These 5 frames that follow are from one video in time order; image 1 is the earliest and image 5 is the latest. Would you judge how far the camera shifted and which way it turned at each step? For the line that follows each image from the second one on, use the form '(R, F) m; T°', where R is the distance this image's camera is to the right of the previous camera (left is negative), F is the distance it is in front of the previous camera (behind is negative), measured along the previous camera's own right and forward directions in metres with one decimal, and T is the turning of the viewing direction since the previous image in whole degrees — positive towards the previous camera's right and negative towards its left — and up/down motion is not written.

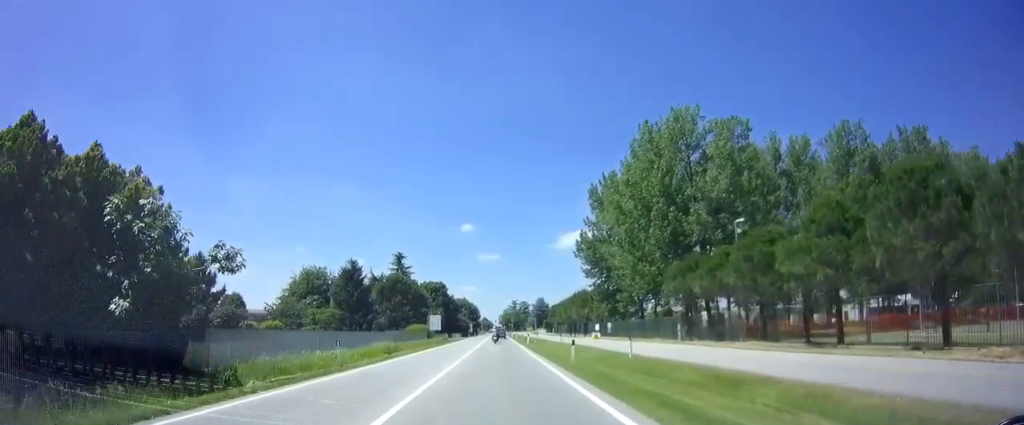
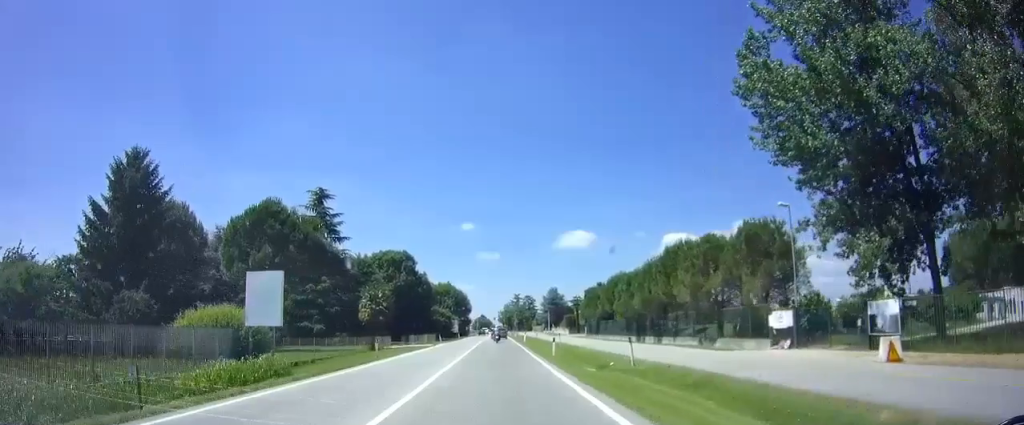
(+1.3, +53.7) m; +1°
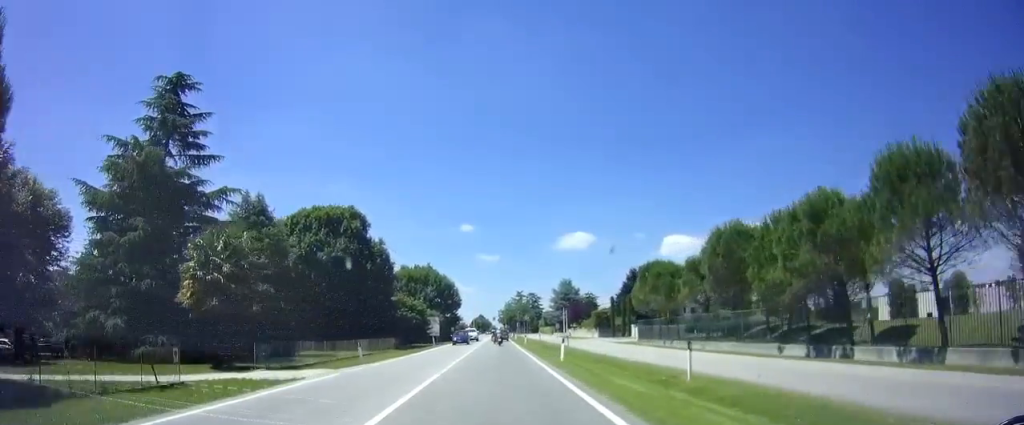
(-0.6, +33.1) m; -1°
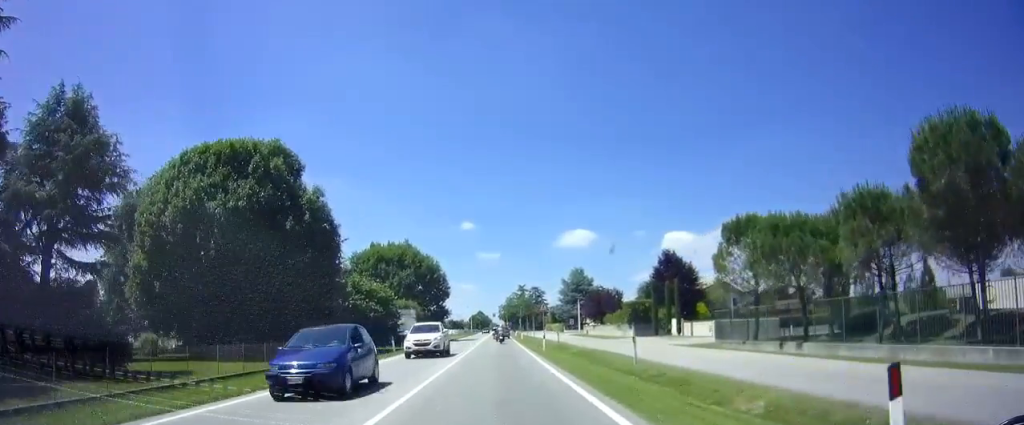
(+0.5, +19.6) m; +1°
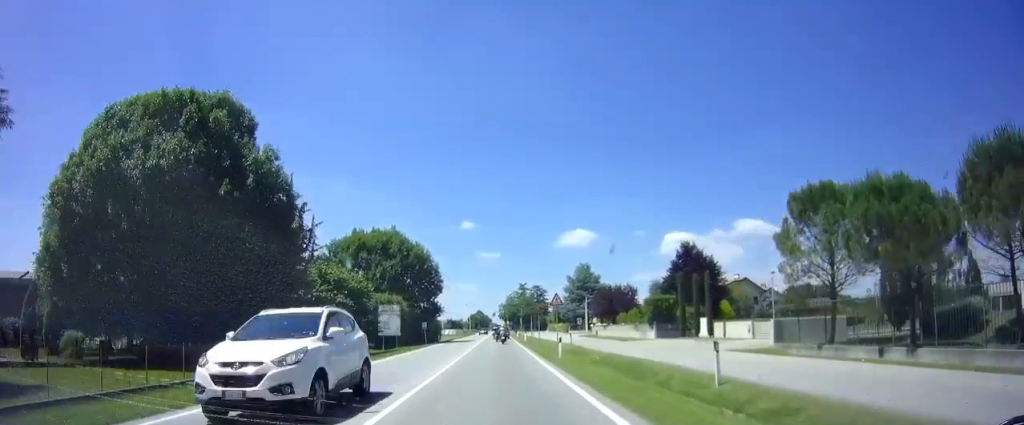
(+0.1, +8.0) m; 0°
